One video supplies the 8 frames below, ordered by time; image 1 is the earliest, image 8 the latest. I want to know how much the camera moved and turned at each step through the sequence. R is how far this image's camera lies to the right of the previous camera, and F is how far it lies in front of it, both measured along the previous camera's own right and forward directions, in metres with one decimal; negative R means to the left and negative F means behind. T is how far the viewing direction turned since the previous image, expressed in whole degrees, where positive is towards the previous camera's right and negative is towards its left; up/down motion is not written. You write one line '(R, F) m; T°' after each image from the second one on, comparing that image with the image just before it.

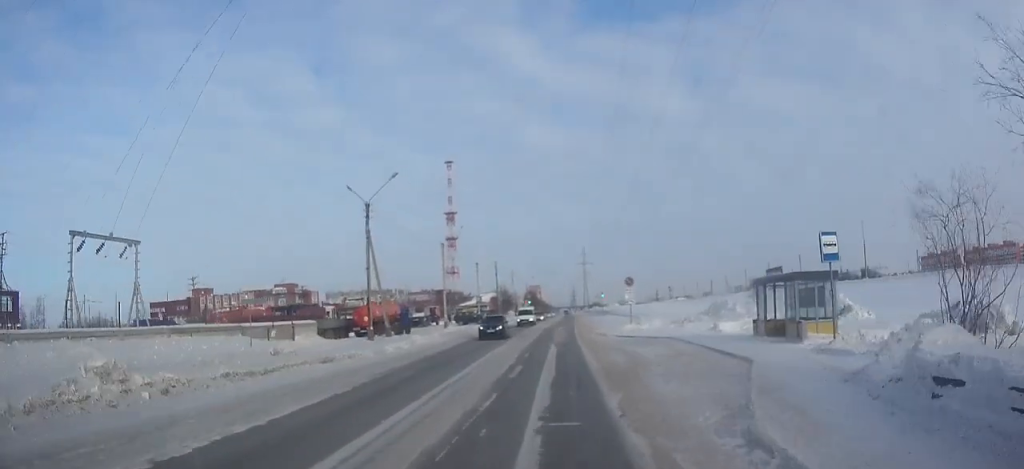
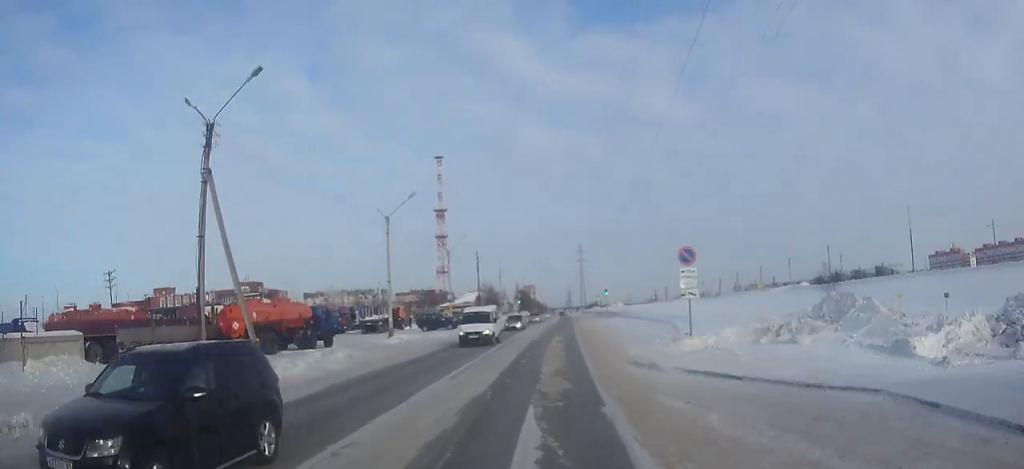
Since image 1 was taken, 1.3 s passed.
(+0.1, +20.2) m; 0°
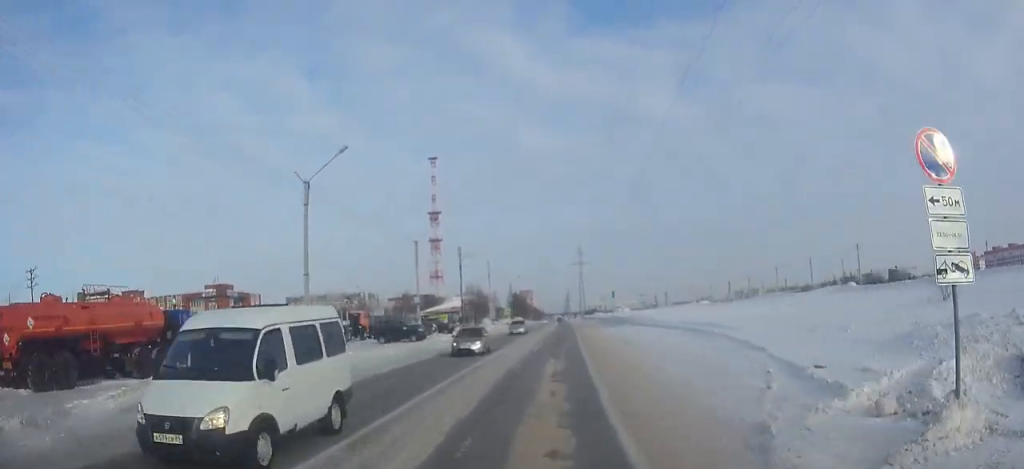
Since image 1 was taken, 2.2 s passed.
(0.0, +15.5) m; 0°
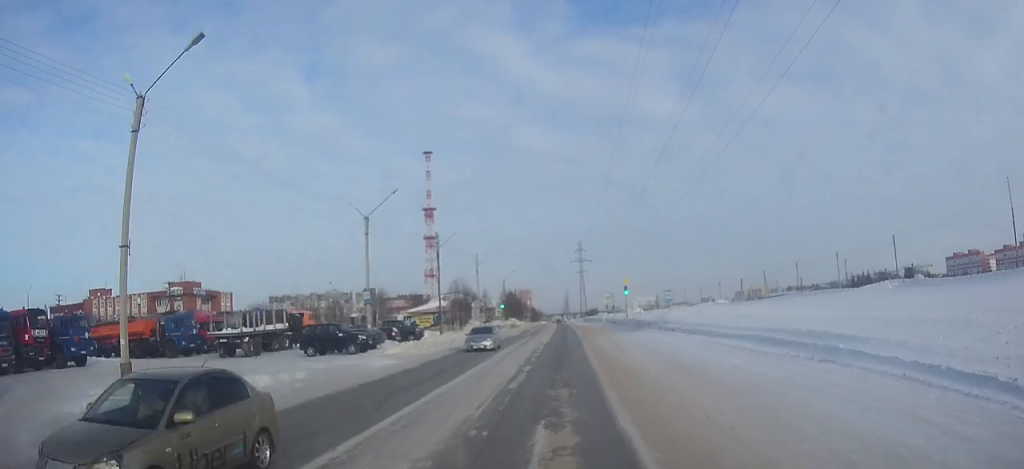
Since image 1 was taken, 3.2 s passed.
(0.0, +15.1) m; 0°
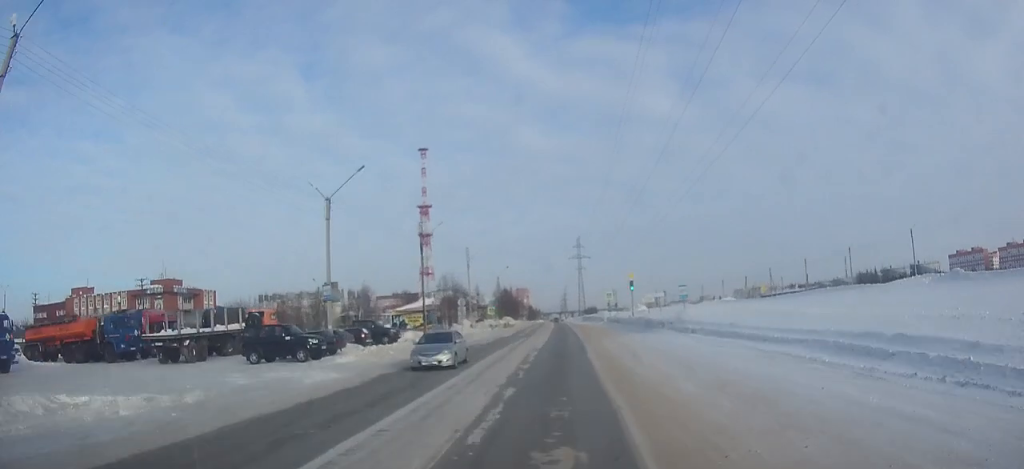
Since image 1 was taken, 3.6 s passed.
(0.0, +7.0) m; 0°
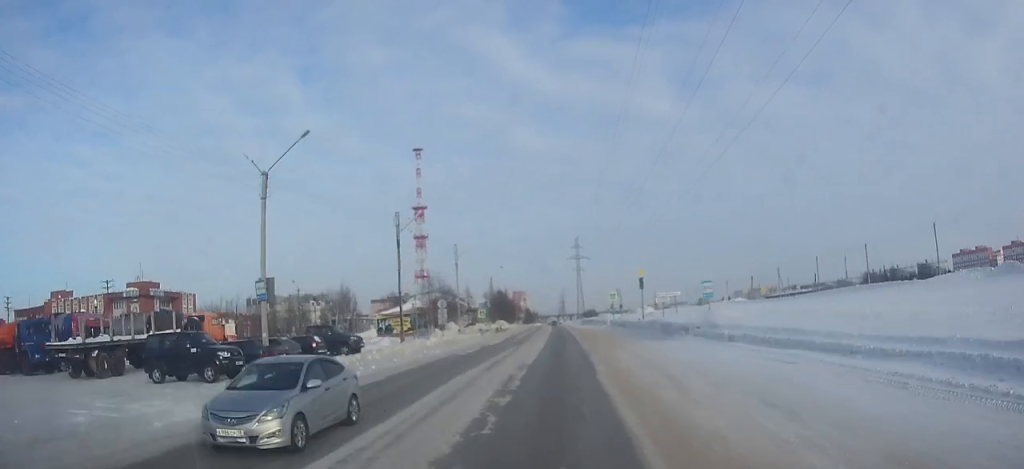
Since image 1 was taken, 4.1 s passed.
(0.0, +8.2) m; 0°
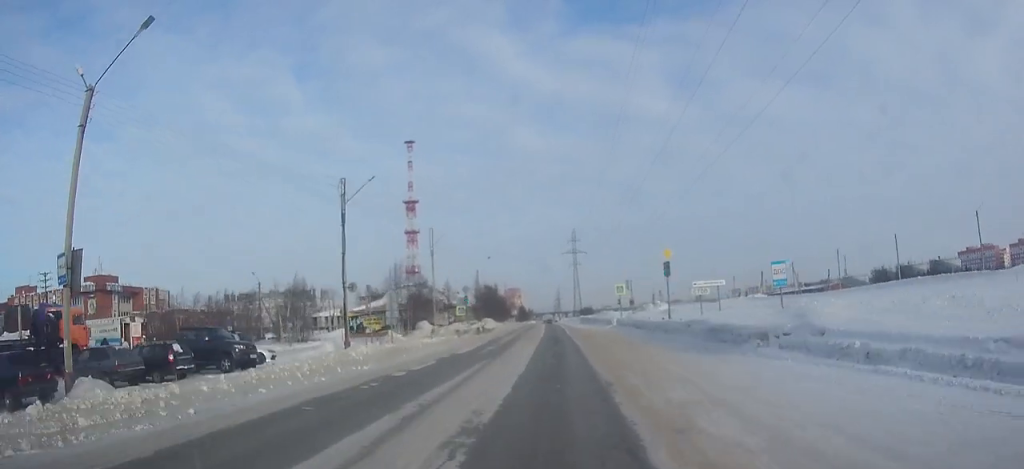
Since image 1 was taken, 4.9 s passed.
(0.0, +13.1) m; 0°
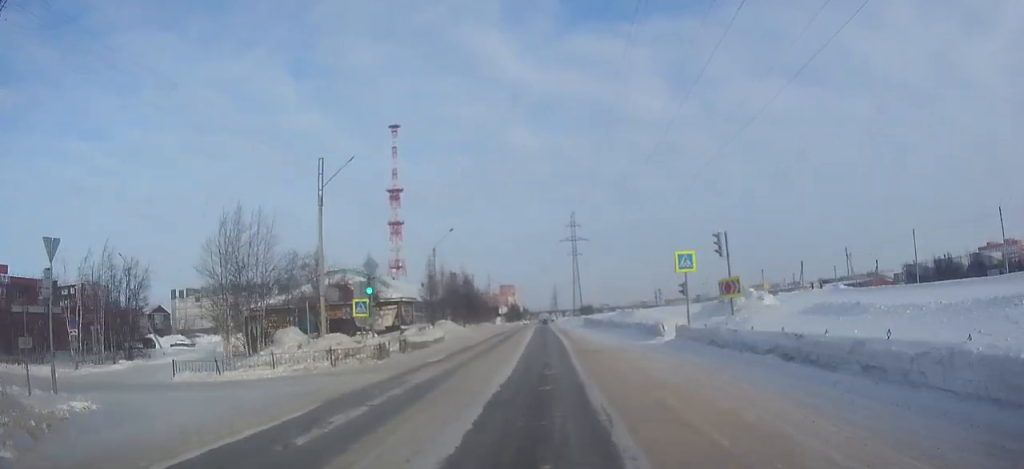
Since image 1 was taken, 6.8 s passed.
(+0.1, +31.5) m; 0°
